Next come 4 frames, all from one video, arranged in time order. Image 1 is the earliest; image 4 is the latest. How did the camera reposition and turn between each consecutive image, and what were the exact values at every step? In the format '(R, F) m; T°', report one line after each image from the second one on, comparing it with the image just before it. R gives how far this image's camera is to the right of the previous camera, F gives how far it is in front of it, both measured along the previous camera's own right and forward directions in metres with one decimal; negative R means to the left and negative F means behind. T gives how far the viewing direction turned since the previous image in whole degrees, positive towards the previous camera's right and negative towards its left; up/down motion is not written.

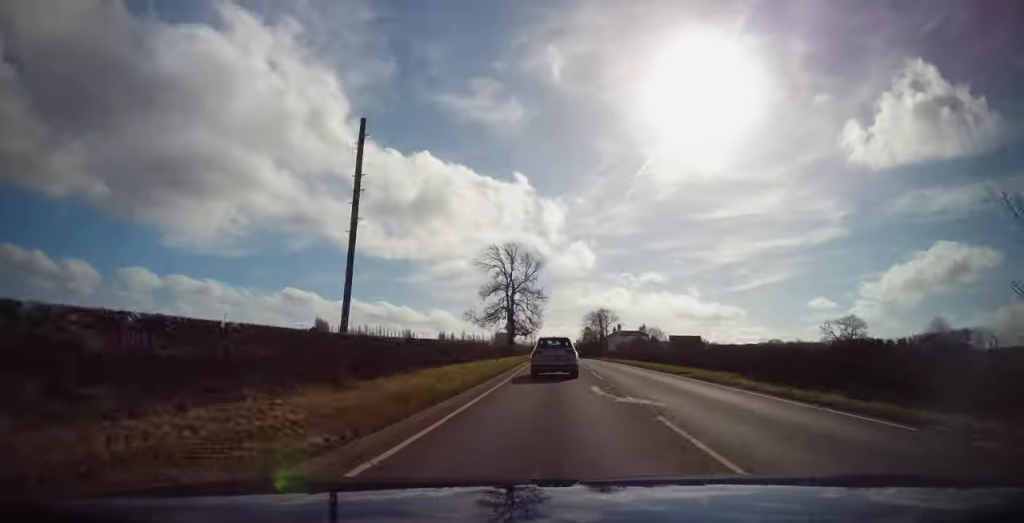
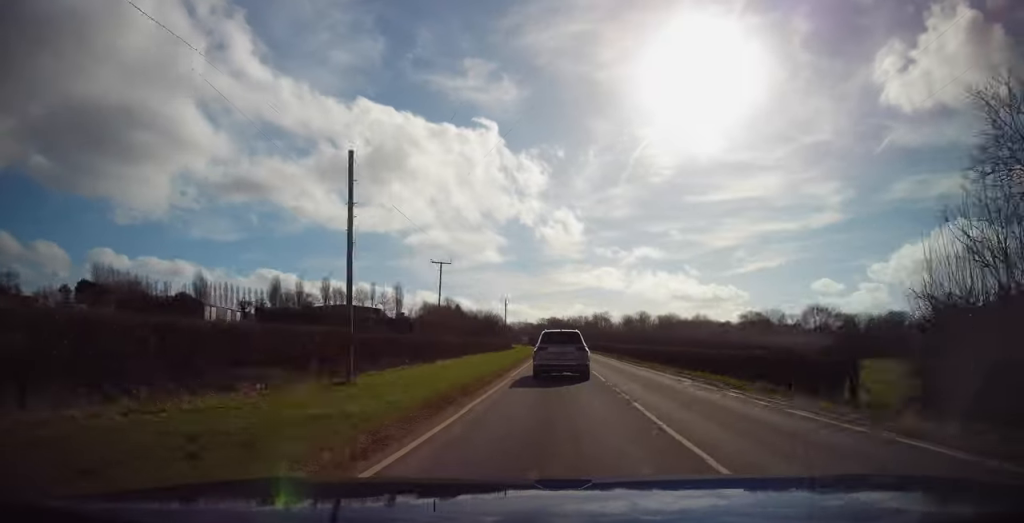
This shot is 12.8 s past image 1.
(-2.2, +231.0) m; -2°
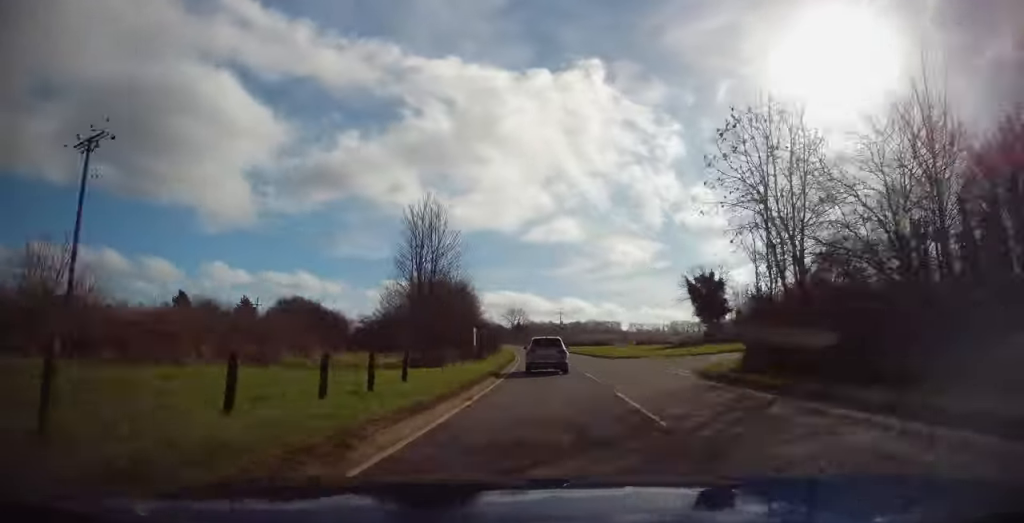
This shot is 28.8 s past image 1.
(-35.8, +294.1) m; -18°
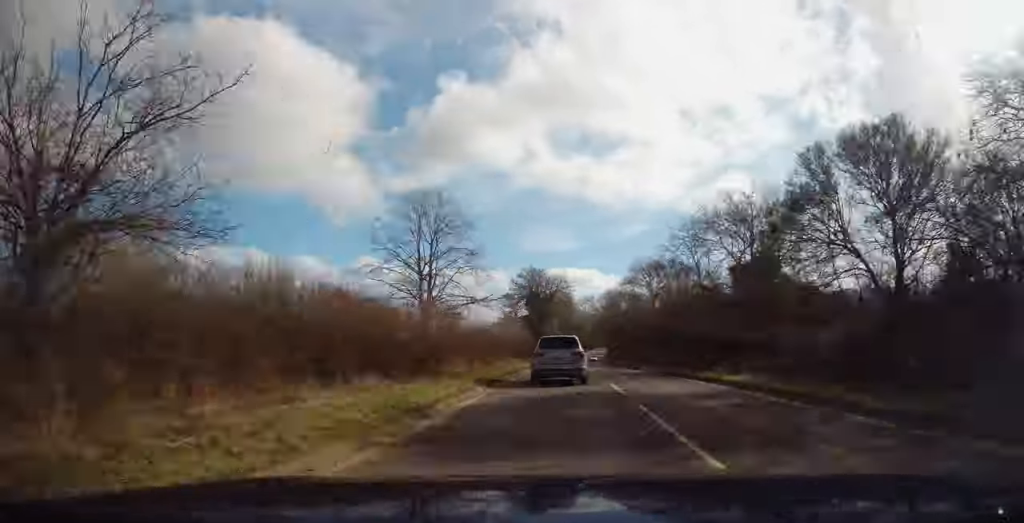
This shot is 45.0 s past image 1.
(-60.9, +317.3) m; -14°
